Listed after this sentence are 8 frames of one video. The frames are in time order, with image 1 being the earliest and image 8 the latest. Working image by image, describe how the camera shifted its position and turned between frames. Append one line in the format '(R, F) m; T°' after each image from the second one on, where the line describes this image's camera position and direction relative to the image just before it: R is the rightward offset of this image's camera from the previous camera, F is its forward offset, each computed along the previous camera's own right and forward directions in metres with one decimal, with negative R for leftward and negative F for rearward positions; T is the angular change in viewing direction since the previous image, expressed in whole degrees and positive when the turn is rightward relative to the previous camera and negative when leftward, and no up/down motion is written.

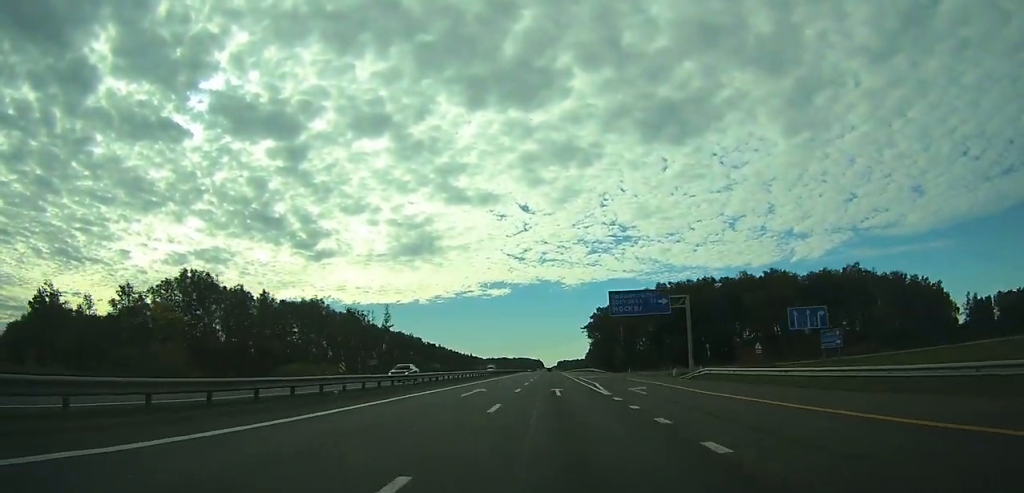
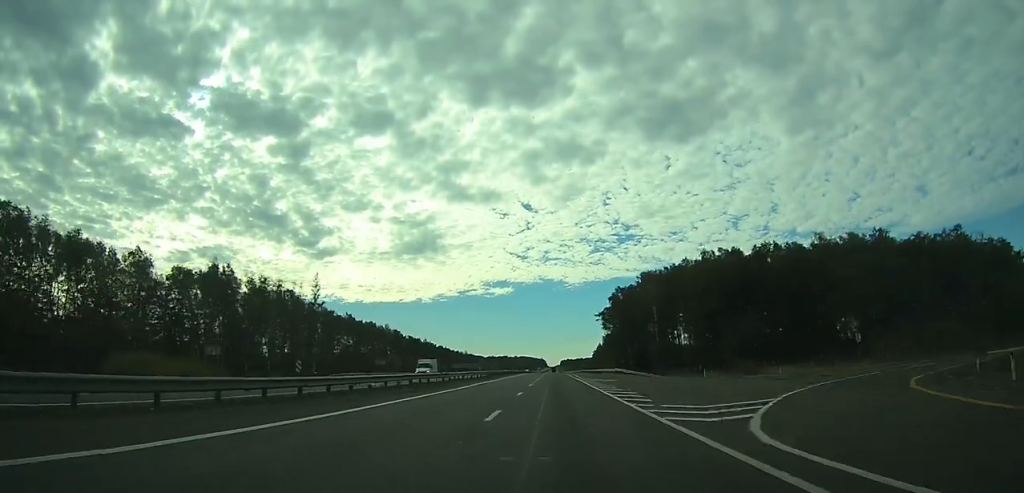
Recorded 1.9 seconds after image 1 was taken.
(0.0, +49.8) m; 0°
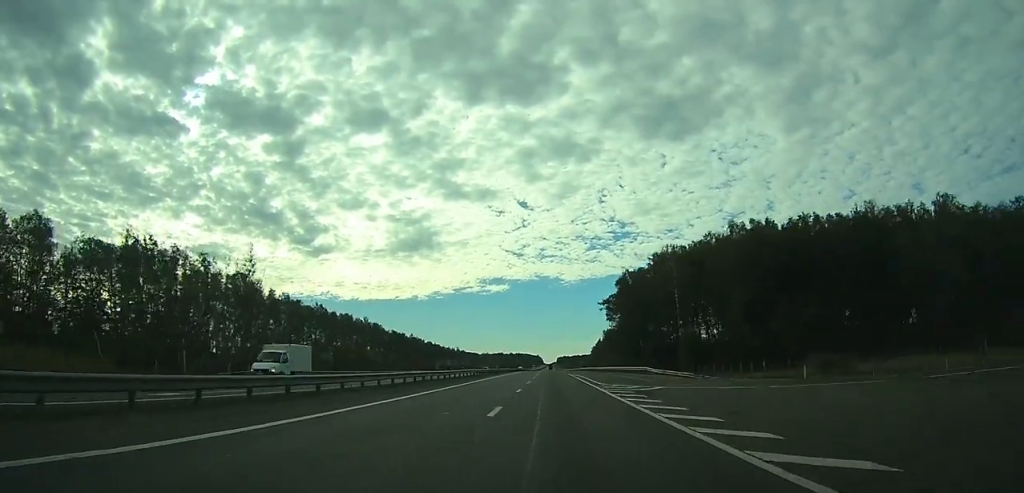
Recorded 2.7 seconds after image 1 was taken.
(-0.1, +23.3) m; 0°
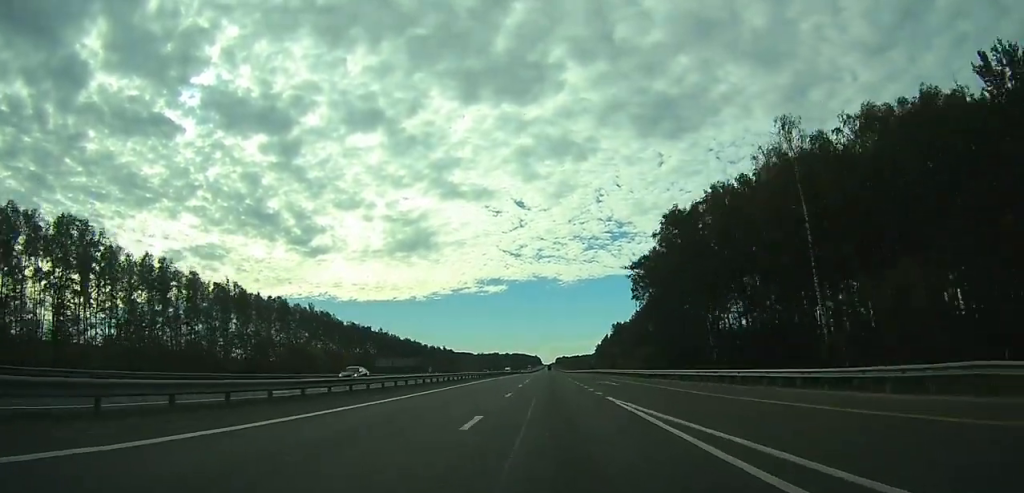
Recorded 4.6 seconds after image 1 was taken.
(-0.1, +50.5) m; 0°
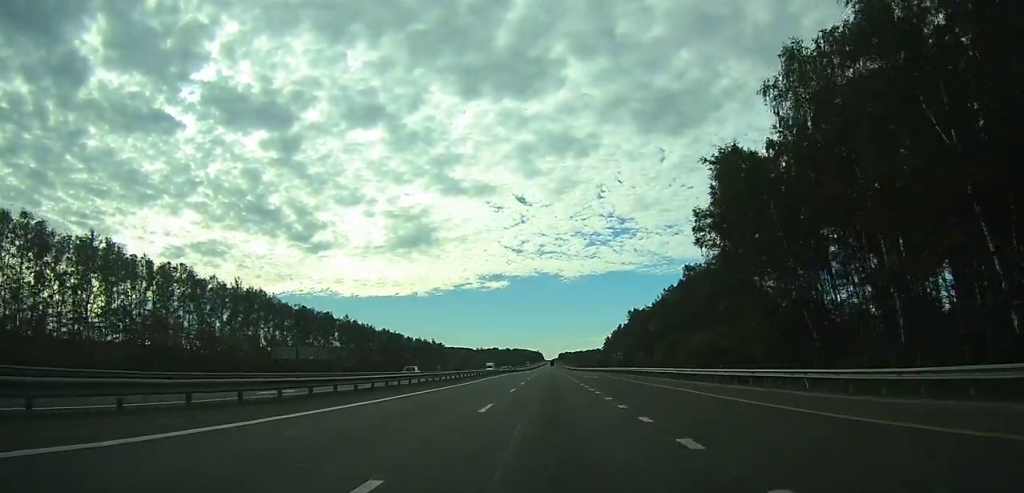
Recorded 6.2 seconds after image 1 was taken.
(0.0, +43.7) m; 0°
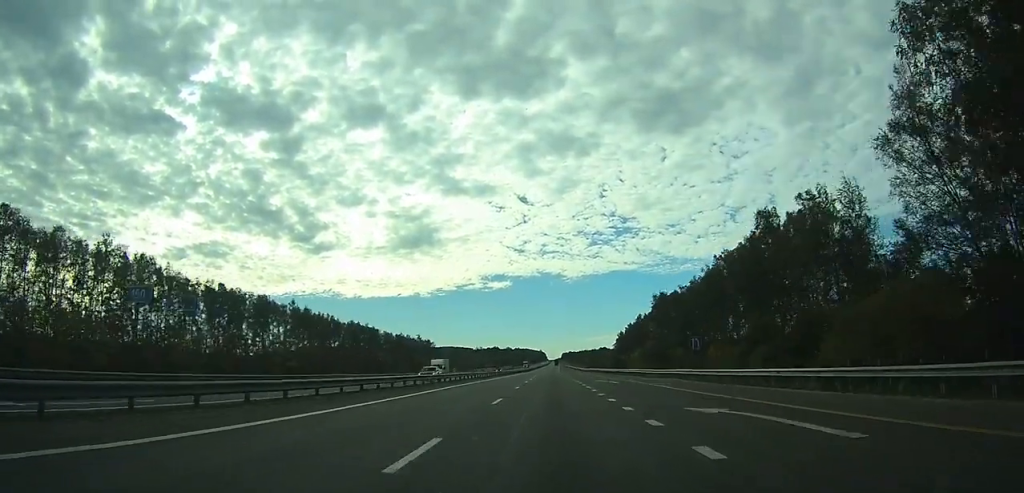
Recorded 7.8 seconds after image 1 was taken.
(+0.1, +44.2) m; 0°
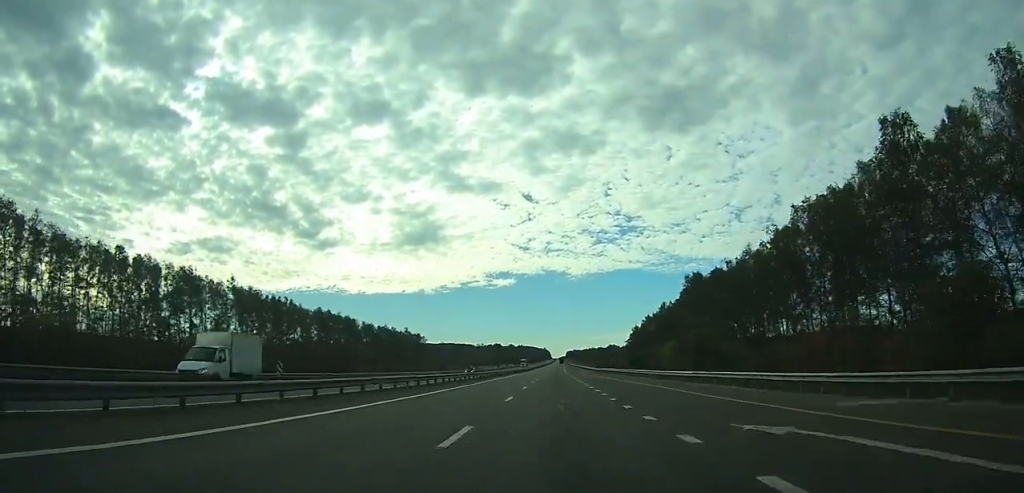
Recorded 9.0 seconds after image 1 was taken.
(-0.2, +33.6) m; 0°
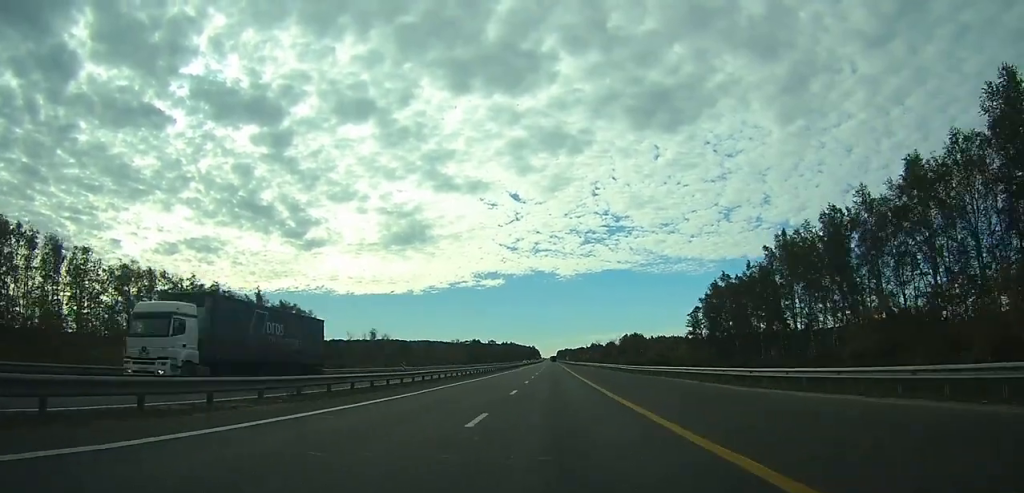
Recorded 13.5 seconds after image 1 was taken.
(+0.7, +128.6) m; +1°
